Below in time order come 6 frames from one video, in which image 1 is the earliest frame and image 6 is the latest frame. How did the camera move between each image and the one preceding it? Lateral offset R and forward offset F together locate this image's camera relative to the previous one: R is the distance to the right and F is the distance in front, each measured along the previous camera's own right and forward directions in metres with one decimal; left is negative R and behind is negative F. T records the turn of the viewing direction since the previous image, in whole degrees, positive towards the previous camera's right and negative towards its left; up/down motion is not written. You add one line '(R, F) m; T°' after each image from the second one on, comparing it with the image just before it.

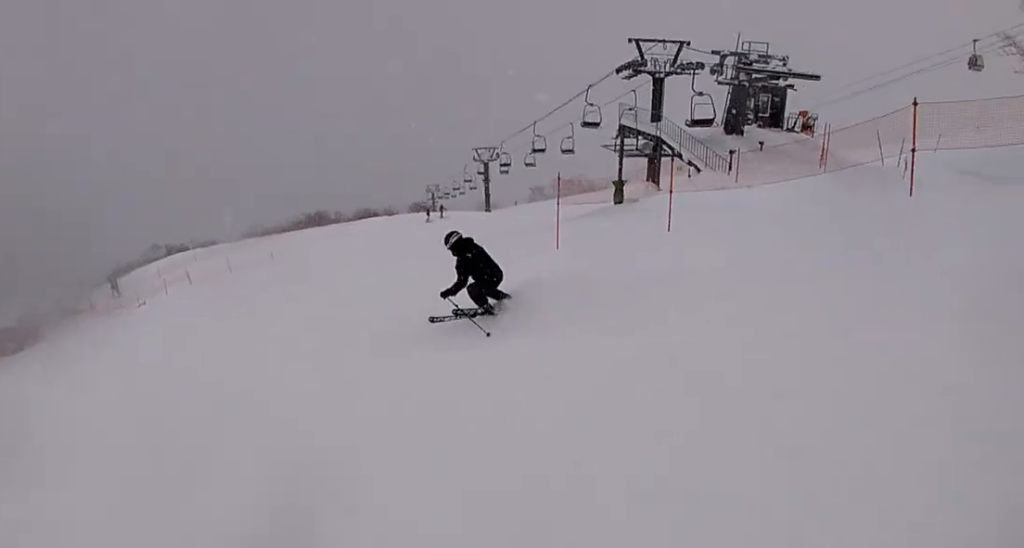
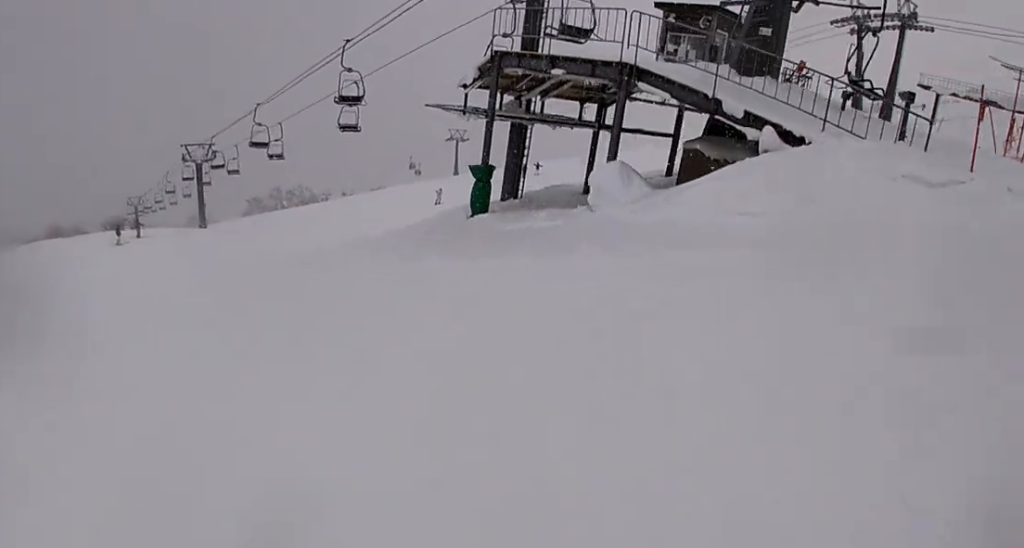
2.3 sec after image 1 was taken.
(+4.7, +17.8) m; +16°
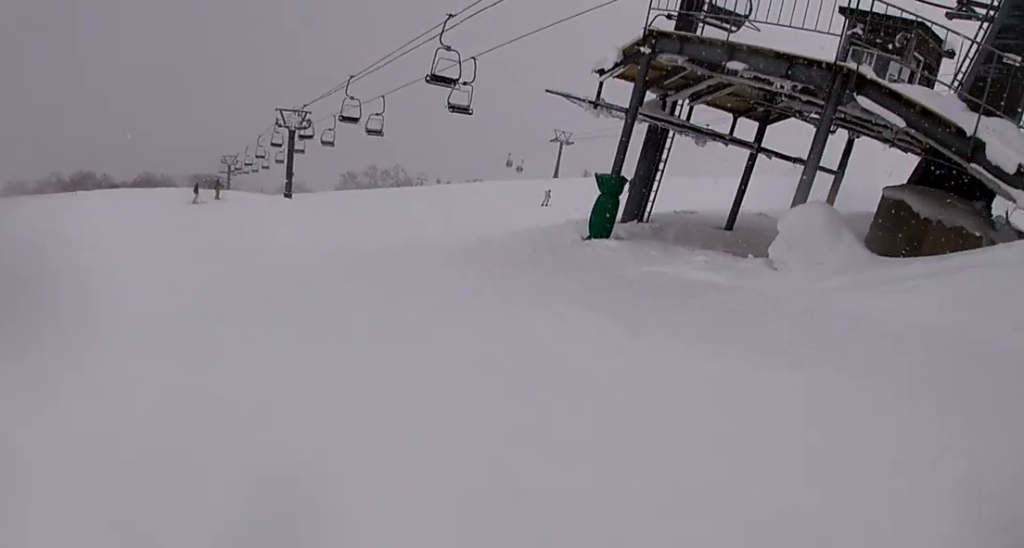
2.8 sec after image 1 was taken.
(0.0, +4.1) m; 0°
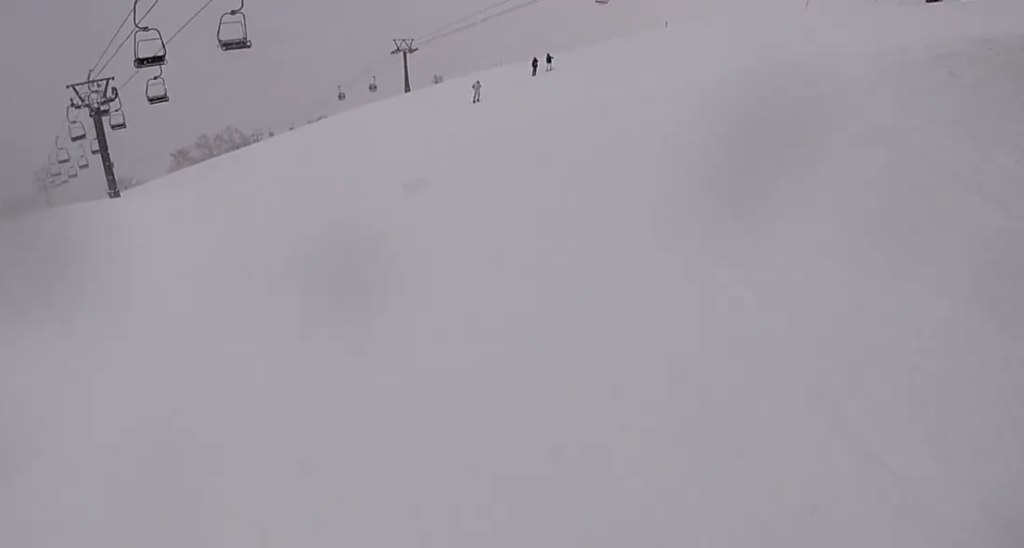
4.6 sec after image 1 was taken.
(+0.3, +13.9) m; +14°
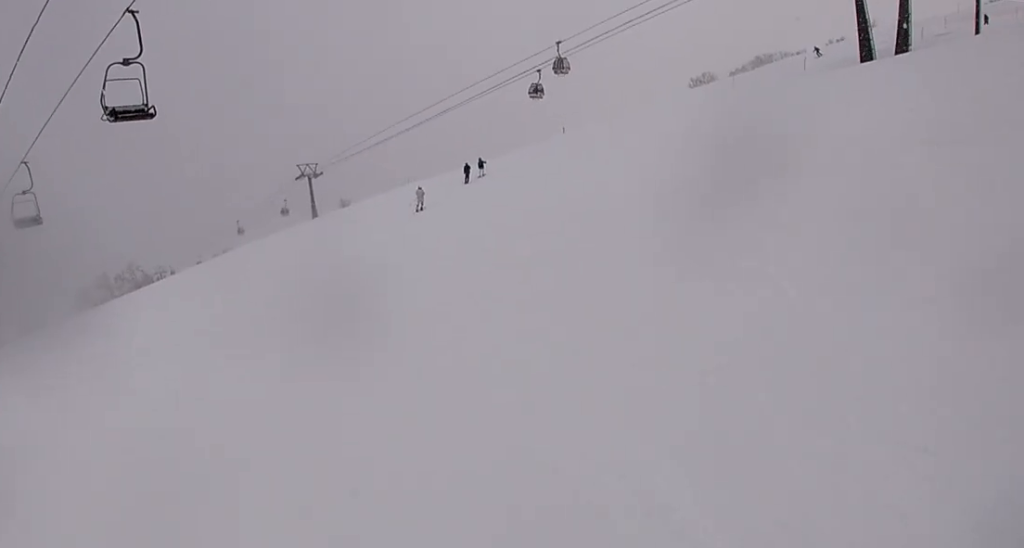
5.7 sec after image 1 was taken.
(+1.7, +8.0) m; +15°
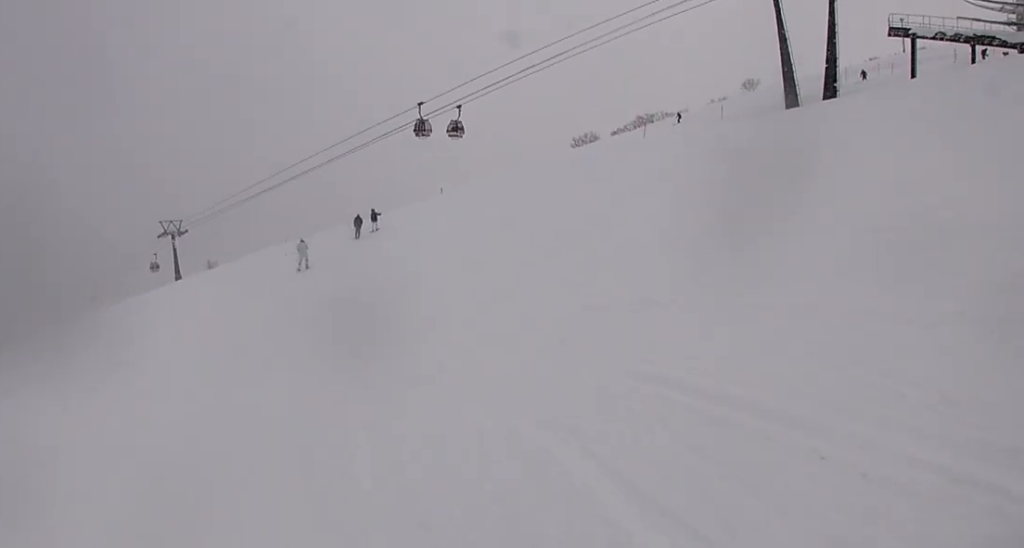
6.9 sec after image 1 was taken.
(+0.2, +8.8) m; +3°
